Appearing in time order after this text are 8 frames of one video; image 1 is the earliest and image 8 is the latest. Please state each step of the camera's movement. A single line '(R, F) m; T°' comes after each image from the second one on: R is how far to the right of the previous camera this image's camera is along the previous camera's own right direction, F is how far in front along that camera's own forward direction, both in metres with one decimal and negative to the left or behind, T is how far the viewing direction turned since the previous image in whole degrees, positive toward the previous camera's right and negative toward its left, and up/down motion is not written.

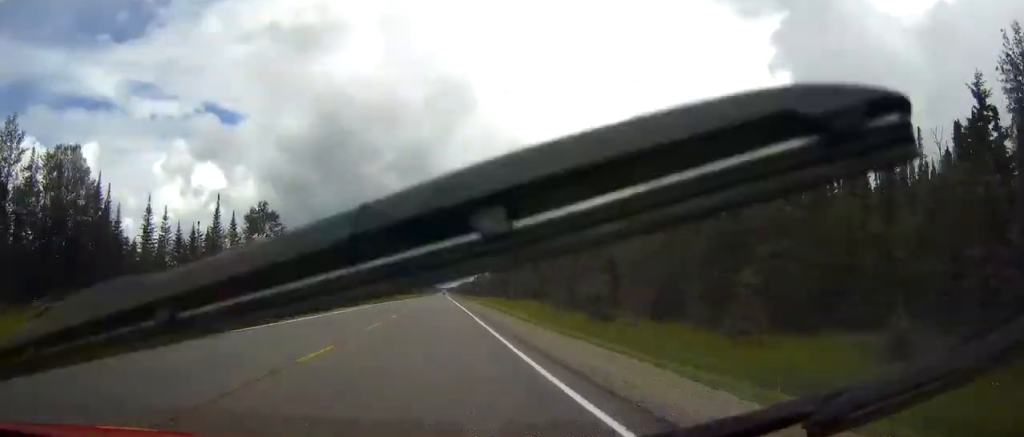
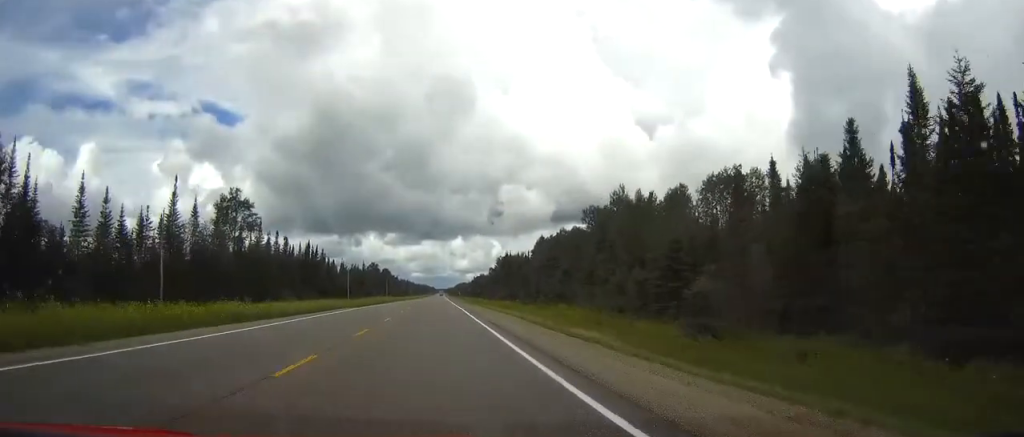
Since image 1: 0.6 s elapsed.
(0.0, +19.7) m; 0°
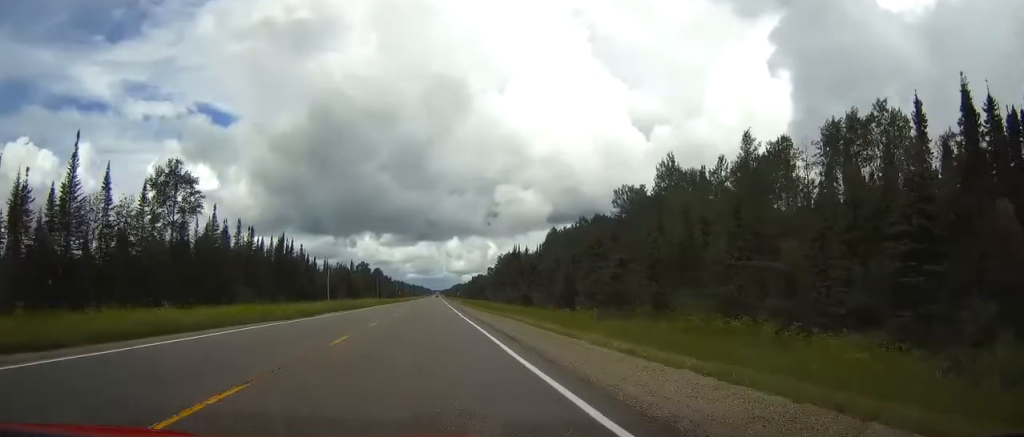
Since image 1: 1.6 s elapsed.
(-0.1, +30.1) m; 0°
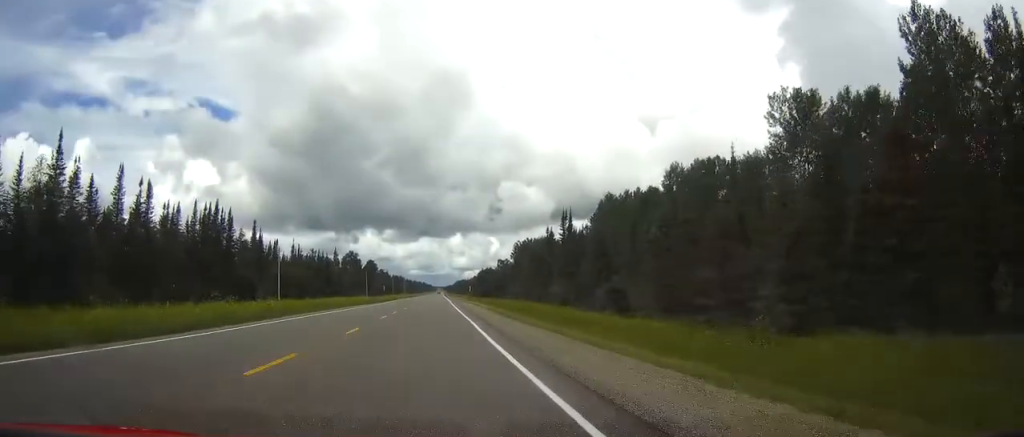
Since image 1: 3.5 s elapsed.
(+0.3, +58.1) m; 0°
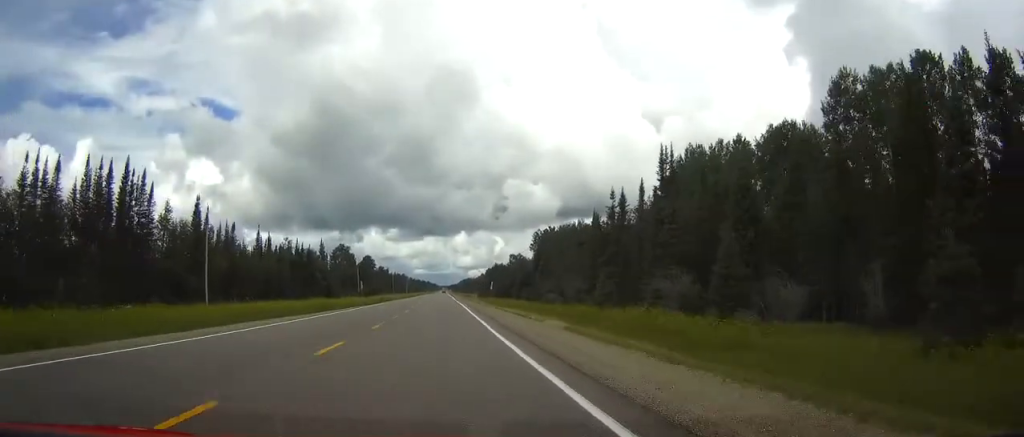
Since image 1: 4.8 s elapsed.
(0.0, +41.4) m; 0°
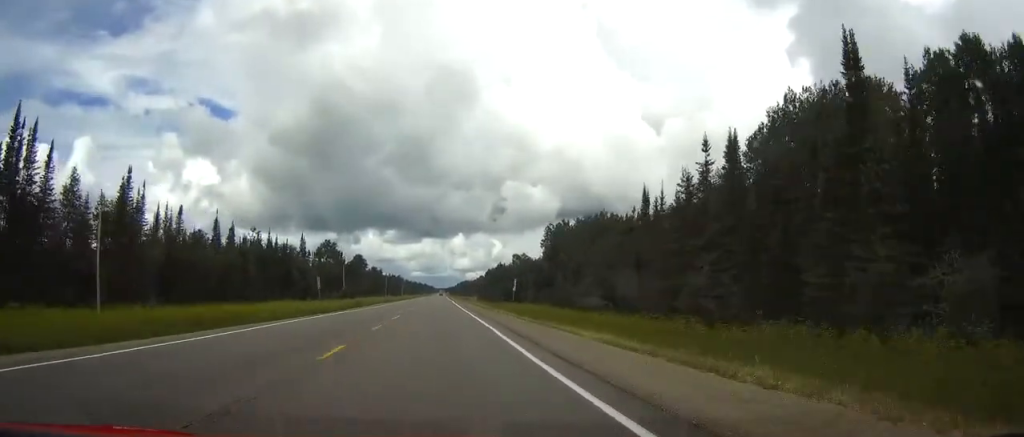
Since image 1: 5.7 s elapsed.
(0.0, +27.9) m; 0°
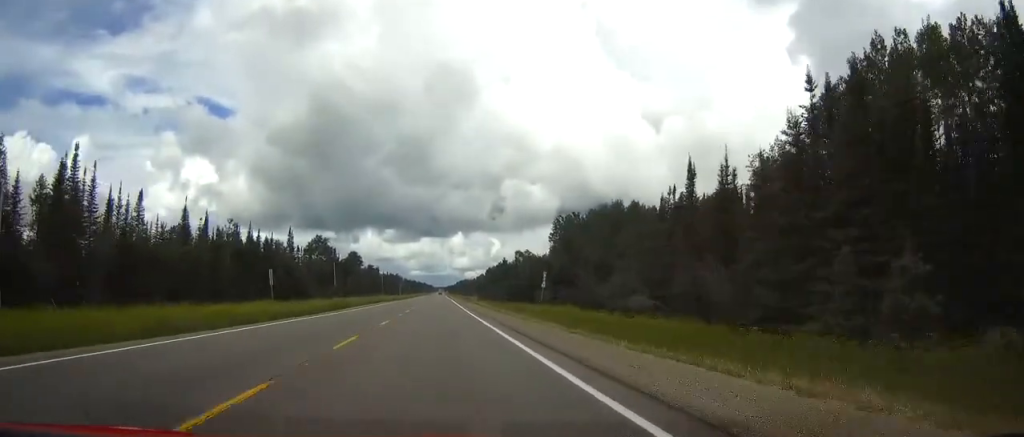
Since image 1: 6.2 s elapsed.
(0.0, +15.5) m; 0°
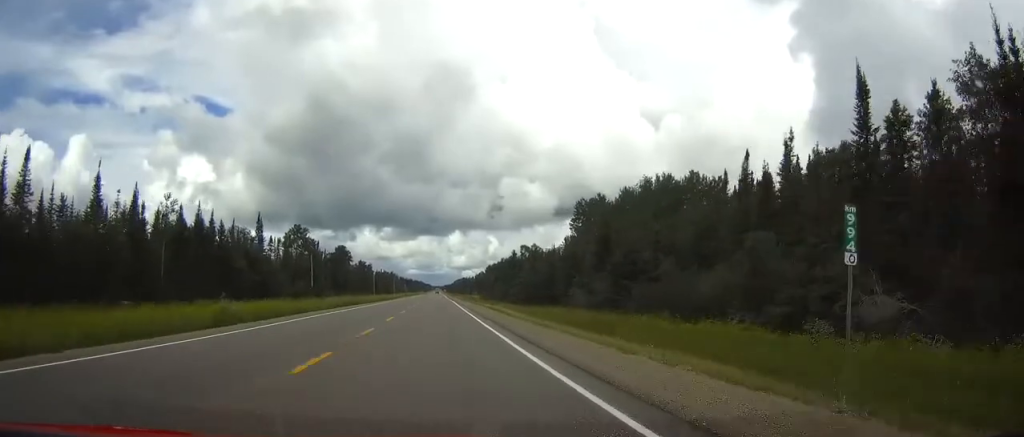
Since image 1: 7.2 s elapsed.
(0.0, +29.8) m; 0°
